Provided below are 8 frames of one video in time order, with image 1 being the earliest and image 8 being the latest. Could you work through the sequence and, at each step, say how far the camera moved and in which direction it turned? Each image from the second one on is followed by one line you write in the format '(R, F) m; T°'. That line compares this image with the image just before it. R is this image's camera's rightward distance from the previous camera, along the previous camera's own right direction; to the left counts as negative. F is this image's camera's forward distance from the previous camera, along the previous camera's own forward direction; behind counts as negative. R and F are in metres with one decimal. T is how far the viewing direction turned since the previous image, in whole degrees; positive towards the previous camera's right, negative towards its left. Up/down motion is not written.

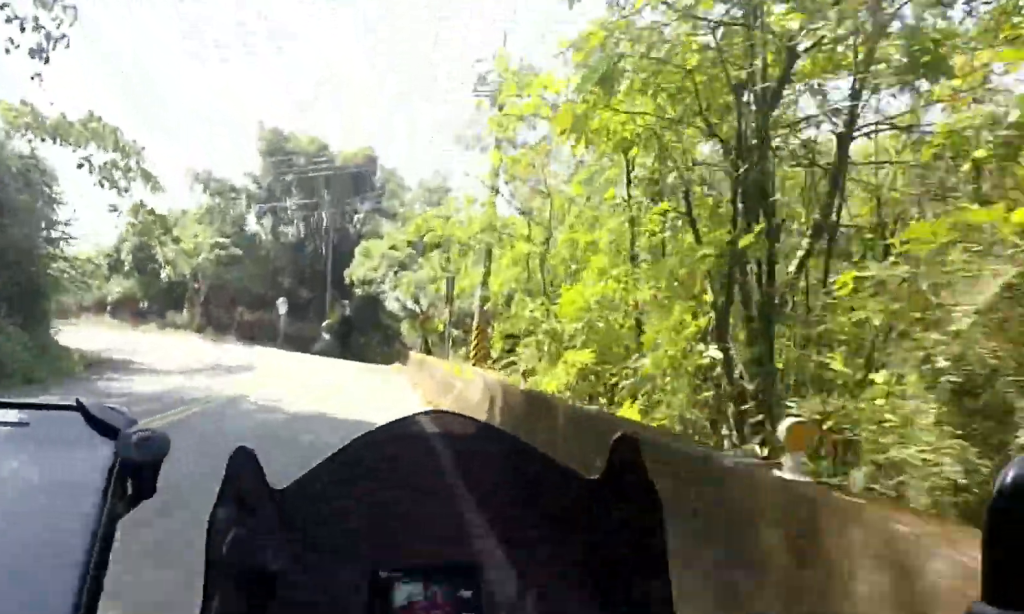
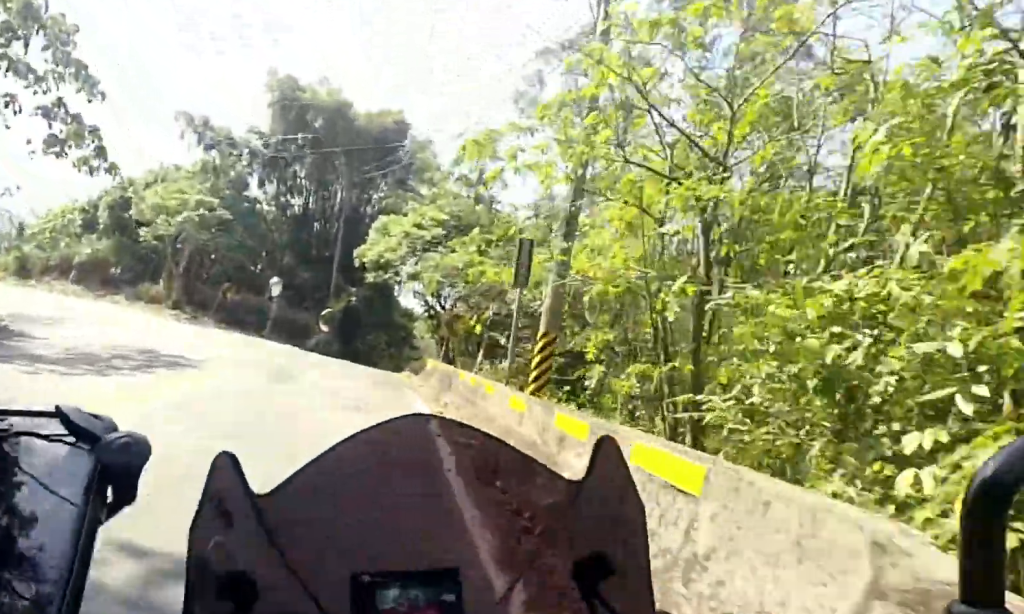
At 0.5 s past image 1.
(0.0, +6.0) m; 0°
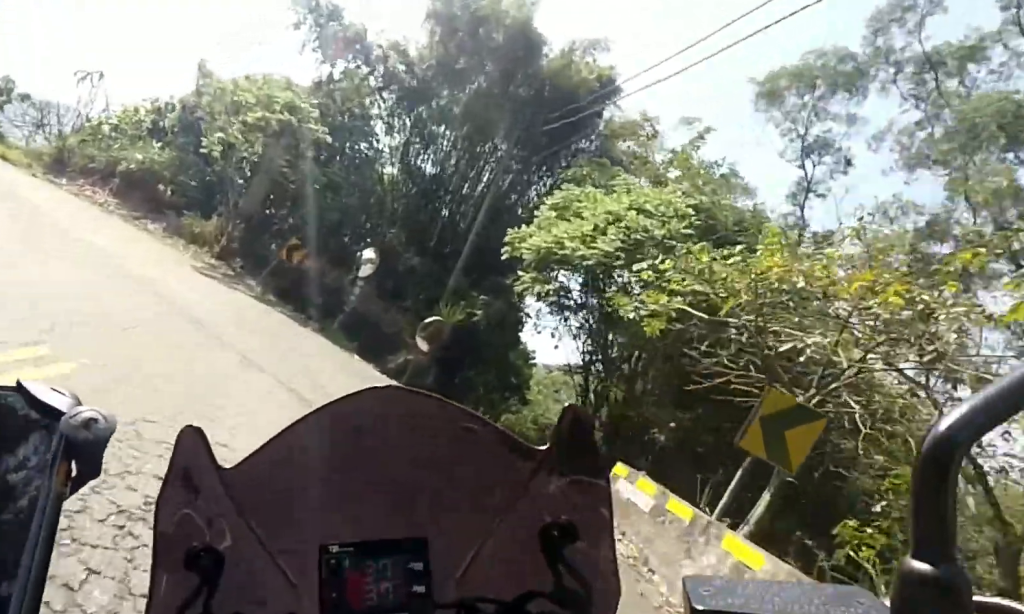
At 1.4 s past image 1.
(0.0, +11.0) m; -5°
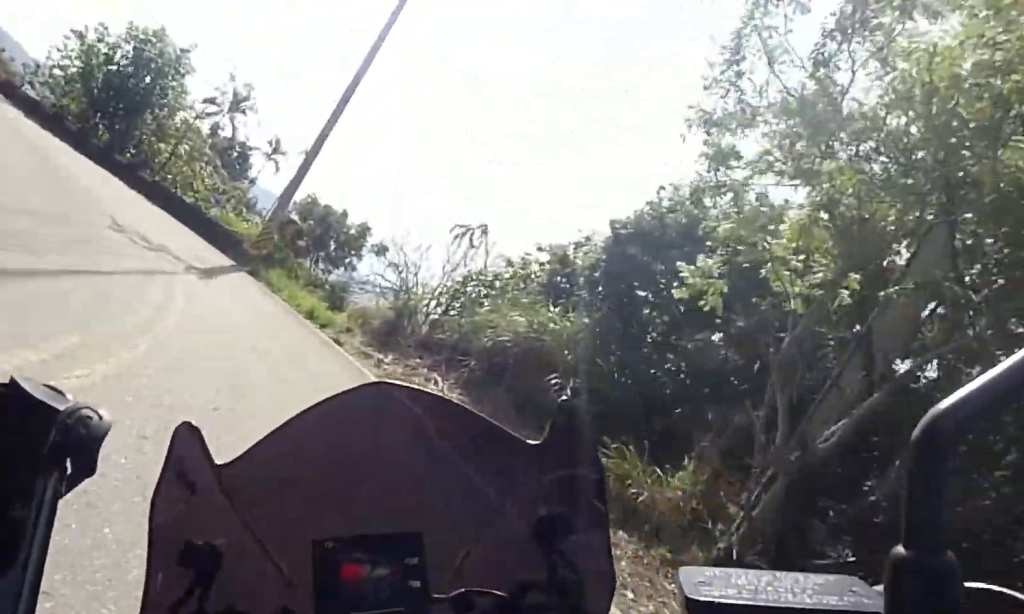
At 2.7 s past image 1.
(-2.4, +14.5) m; -38°
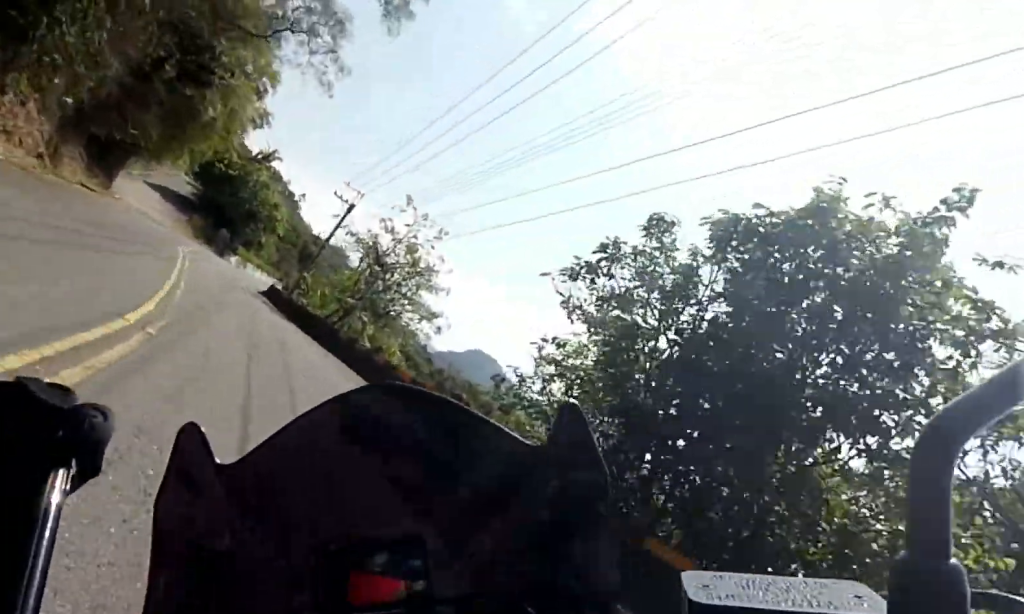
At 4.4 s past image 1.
(-11.9, +18.8) m; -46°
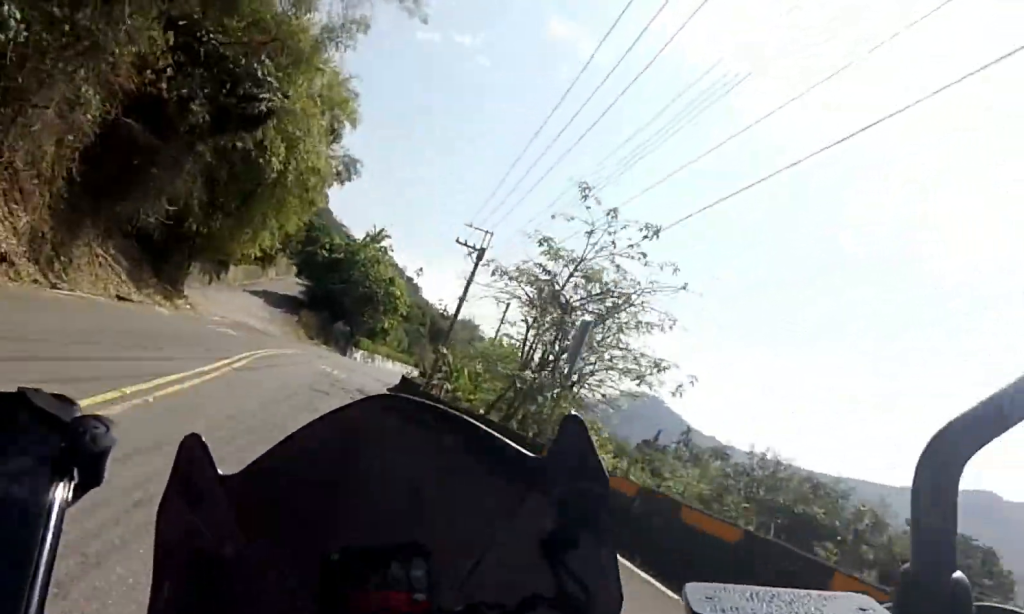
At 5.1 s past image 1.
(+0.1, +10.5) m; -7°
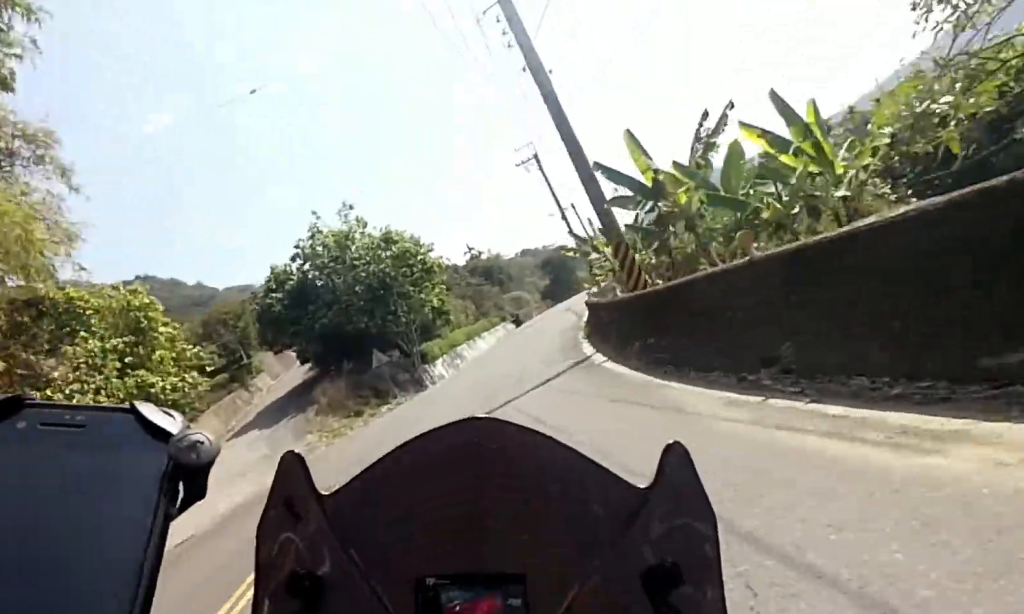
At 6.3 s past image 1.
(-2.8, +23.5) m; -7°
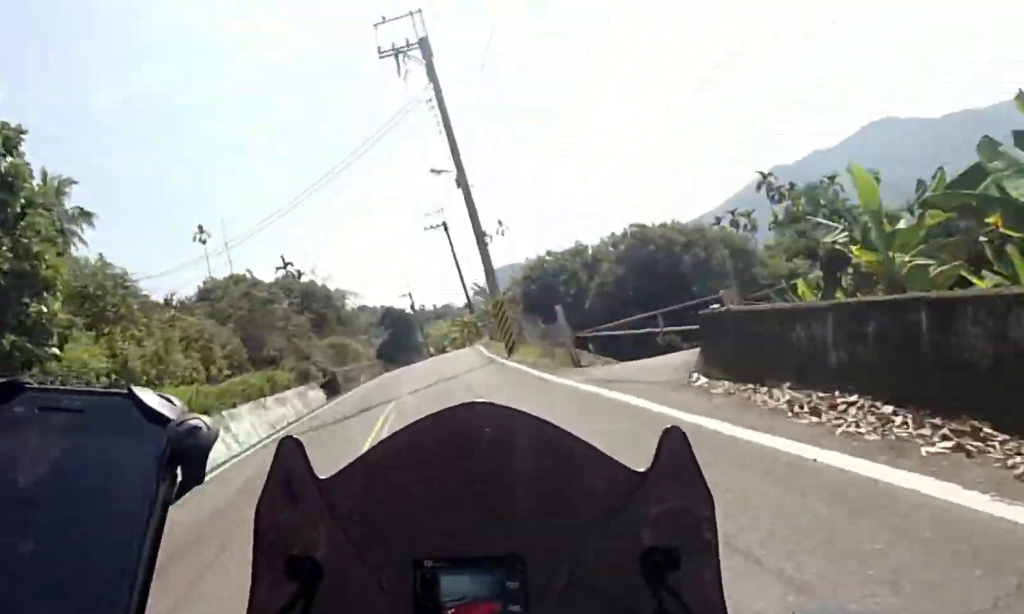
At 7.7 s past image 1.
(0.0, +30.3) m; +2°
